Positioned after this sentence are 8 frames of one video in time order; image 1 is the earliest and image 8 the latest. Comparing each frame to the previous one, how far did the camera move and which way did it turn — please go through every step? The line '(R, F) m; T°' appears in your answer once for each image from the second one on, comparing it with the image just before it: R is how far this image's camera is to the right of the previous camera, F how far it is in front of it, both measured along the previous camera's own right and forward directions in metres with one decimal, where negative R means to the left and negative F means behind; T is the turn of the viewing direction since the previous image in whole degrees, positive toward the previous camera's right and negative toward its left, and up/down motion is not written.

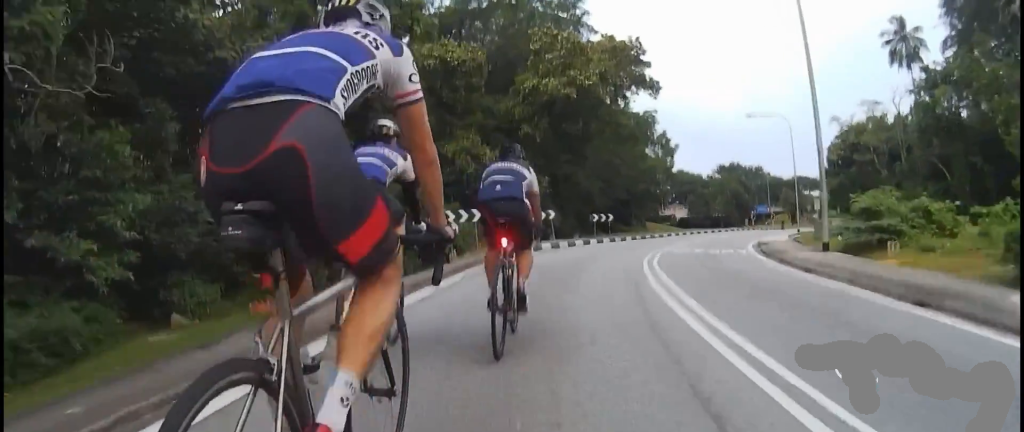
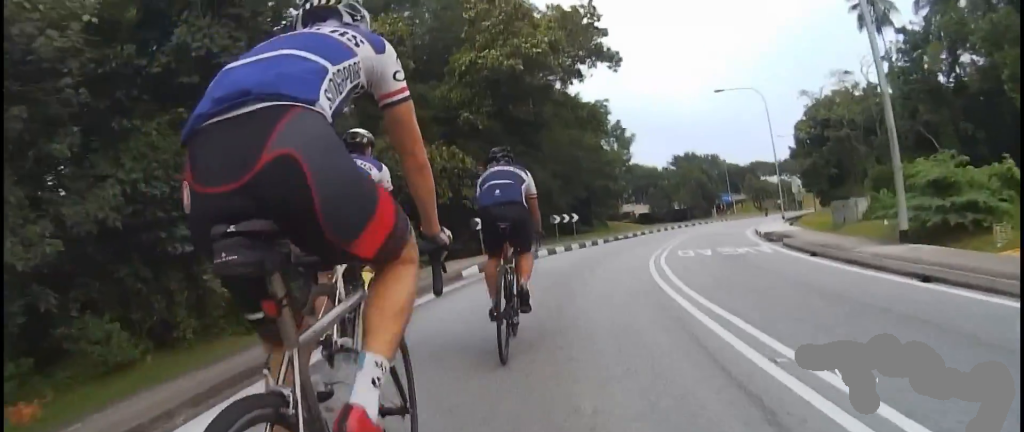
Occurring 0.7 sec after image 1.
(+0.5, +5.4) m; 0°
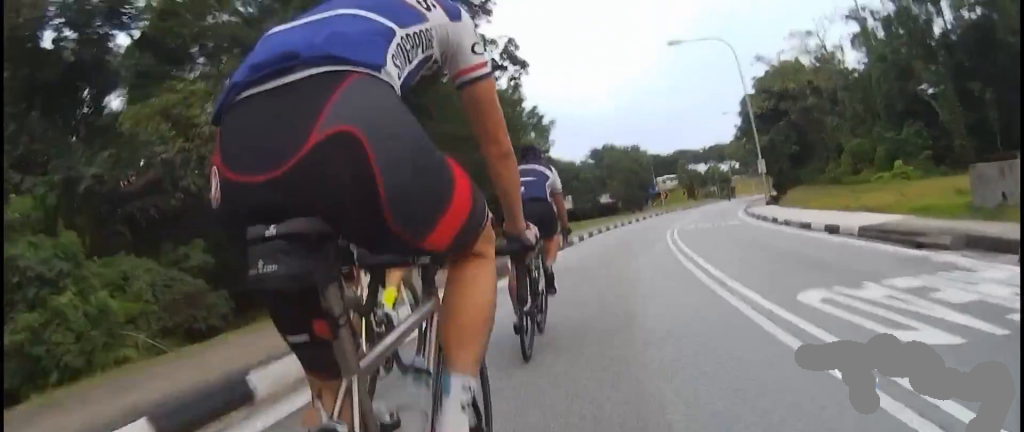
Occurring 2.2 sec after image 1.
(-0.2, +11.1) m; +15°
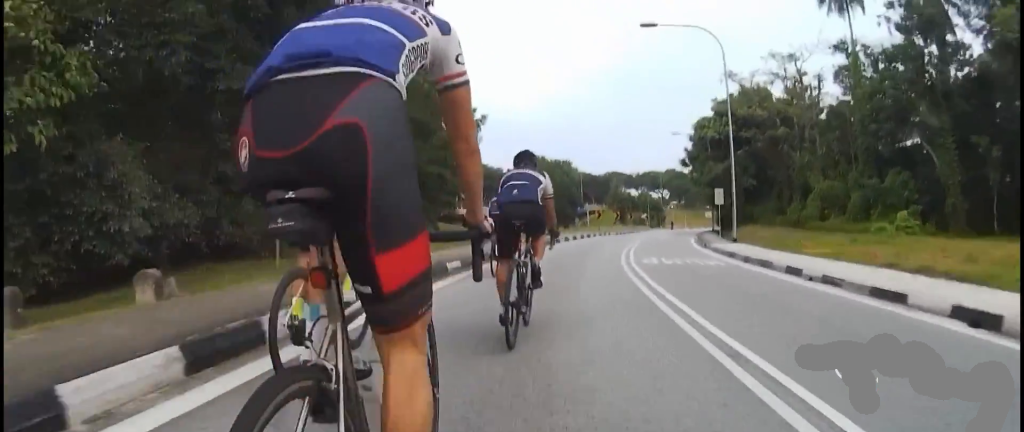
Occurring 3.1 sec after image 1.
(+1.4, +7.2) m; +9°
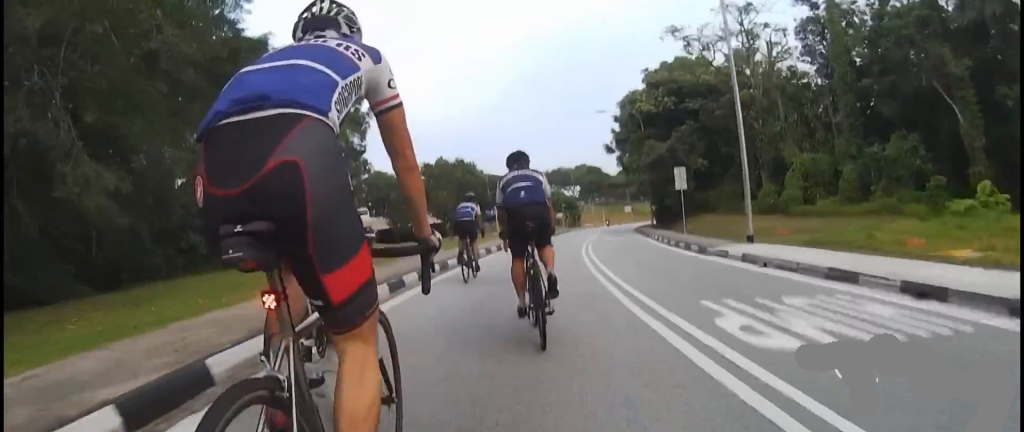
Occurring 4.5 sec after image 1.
(-0.6, +10.3) m; -1°
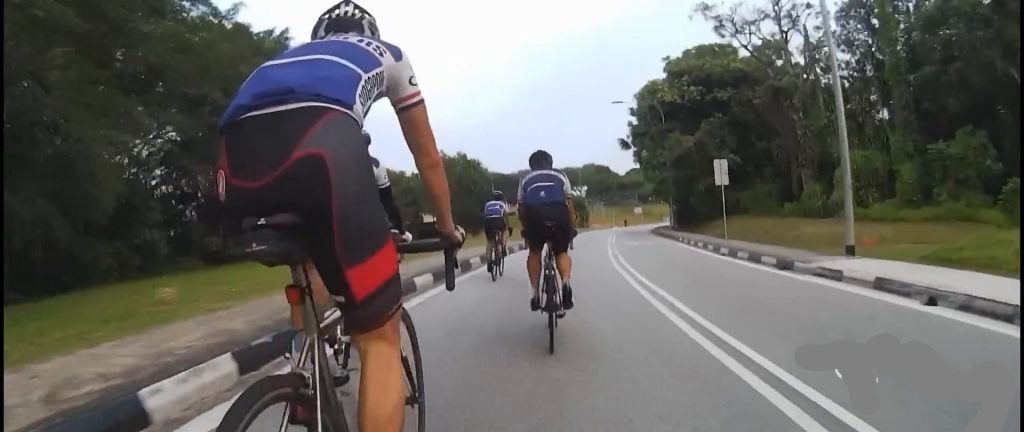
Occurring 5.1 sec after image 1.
(+0.6, +5.0) m; 0°
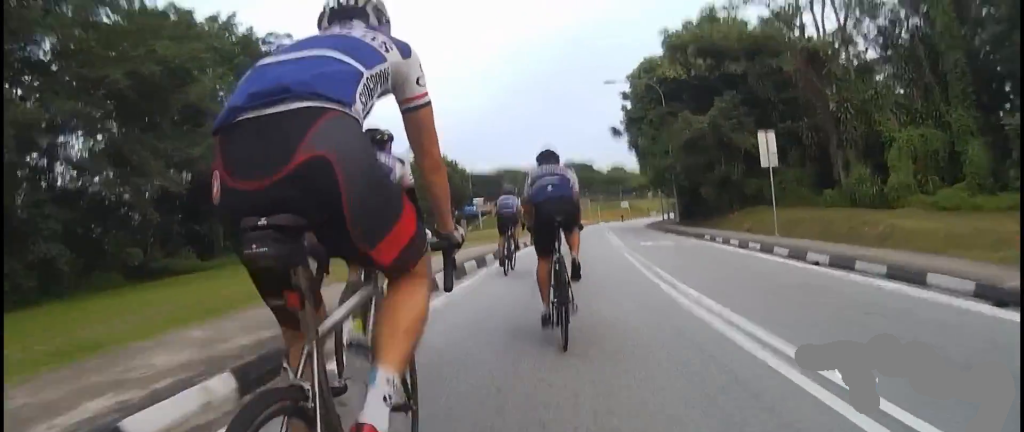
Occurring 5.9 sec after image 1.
(-0.1, +6.2) m; 0°
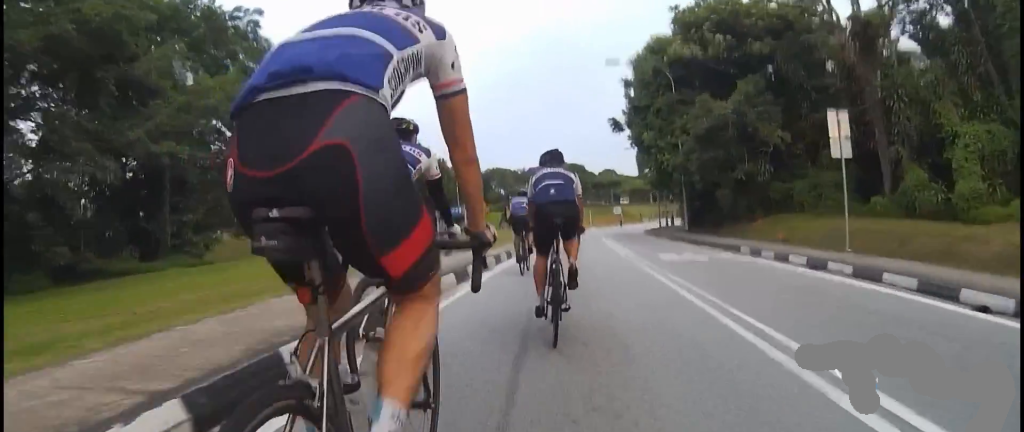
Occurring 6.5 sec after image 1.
(-0.5, +4.6) m; 0°
